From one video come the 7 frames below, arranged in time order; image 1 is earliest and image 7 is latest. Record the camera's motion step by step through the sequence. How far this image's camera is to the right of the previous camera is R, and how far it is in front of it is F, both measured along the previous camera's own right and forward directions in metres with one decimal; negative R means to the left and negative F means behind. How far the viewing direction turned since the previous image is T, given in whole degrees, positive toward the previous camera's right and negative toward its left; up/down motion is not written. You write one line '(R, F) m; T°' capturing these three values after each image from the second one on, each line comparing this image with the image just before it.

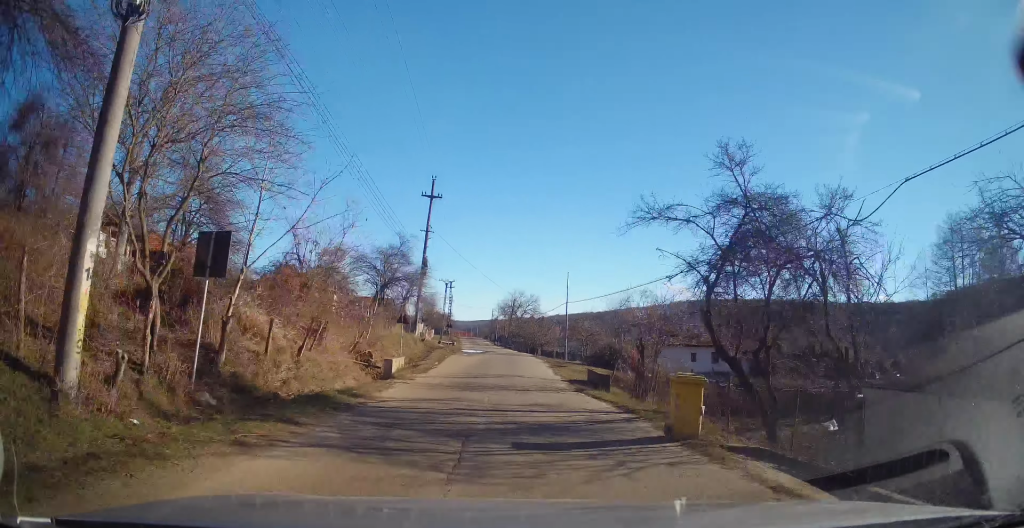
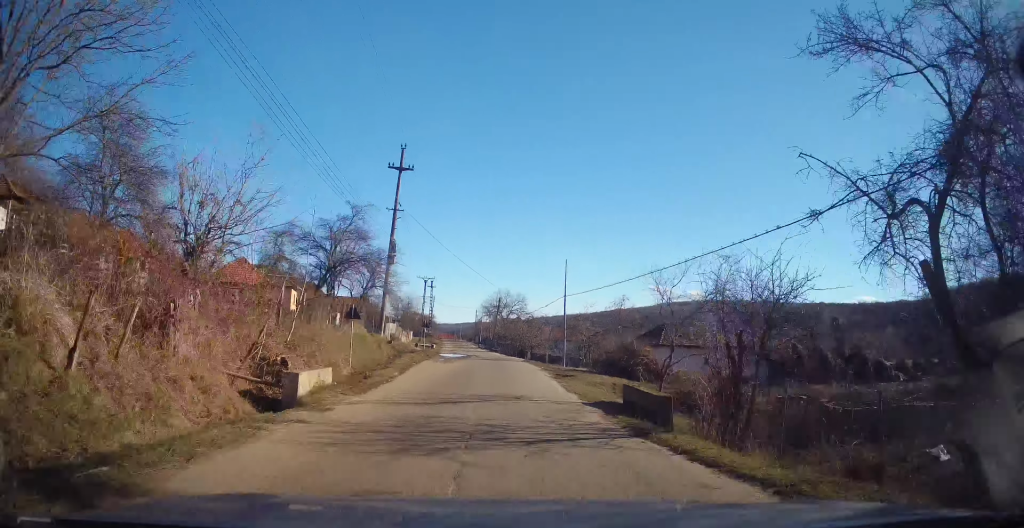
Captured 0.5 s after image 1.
(+0.1, +7.4) m; +1°
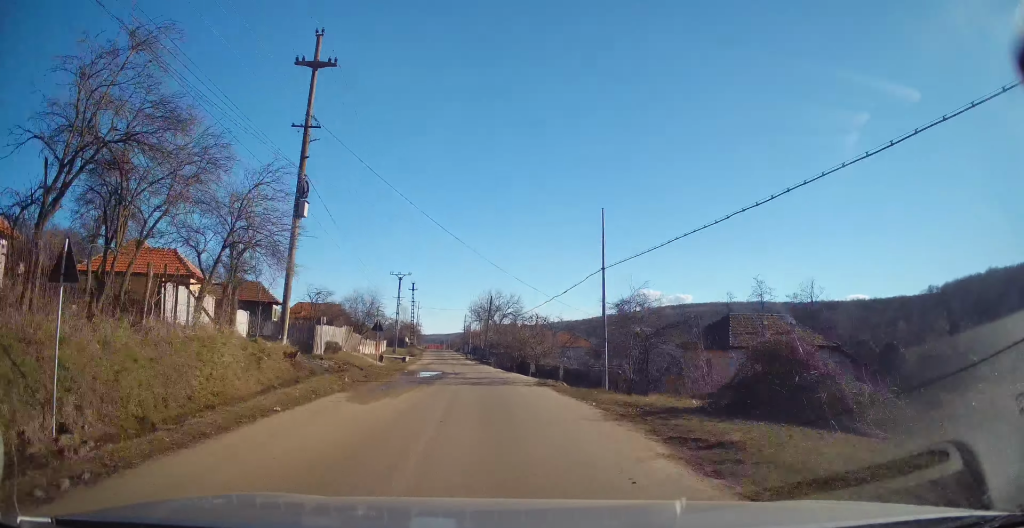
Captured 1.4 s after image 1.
(+0.2, +14.9) m; 0°
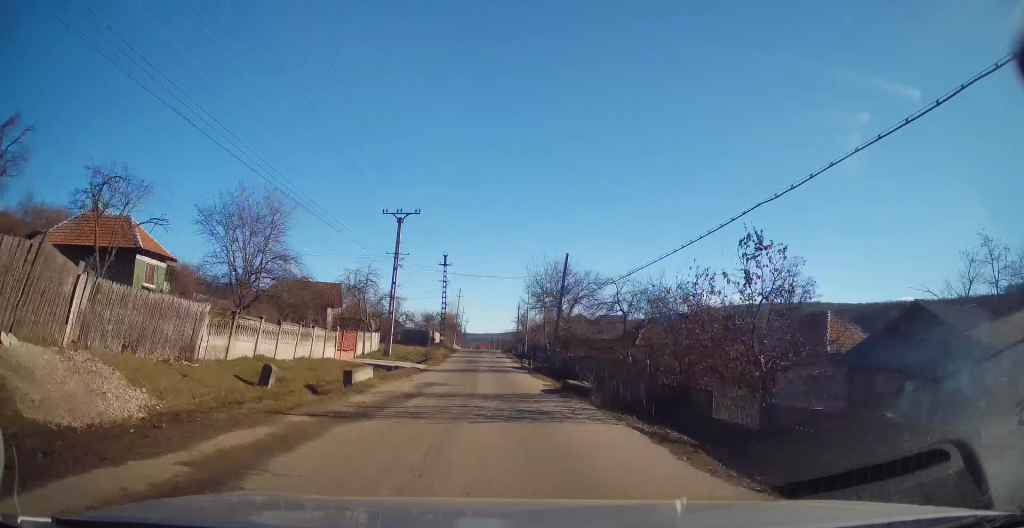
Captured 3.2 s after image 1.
(-0.4, +29.9) m; -3°
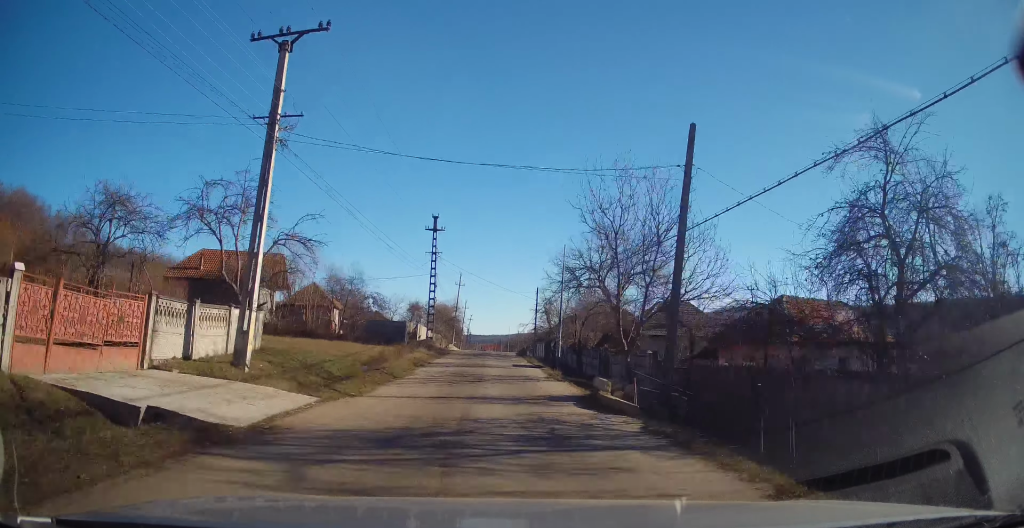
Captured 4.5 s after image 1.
(-0.9, +21.7) m; -1°
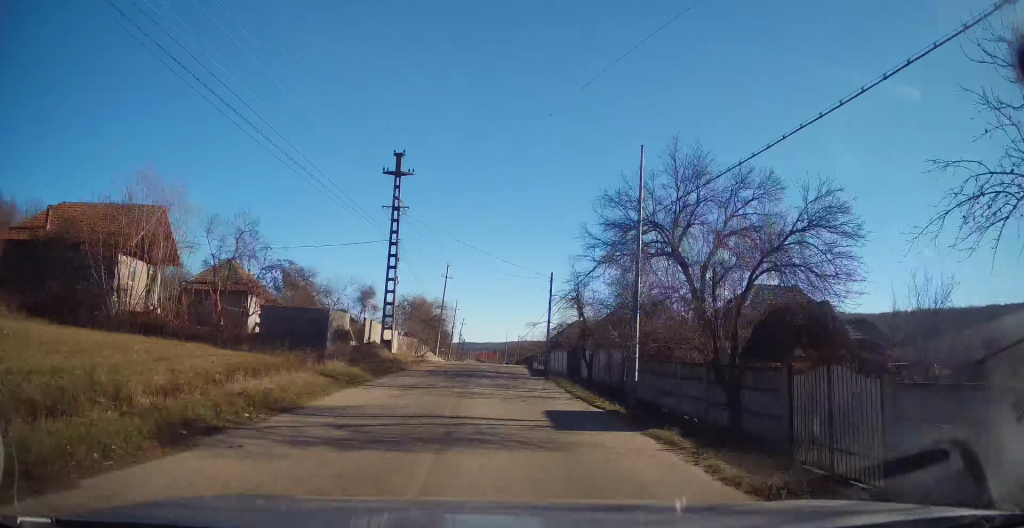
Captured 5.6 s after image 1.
(+0.7, +18.6) m; +2°
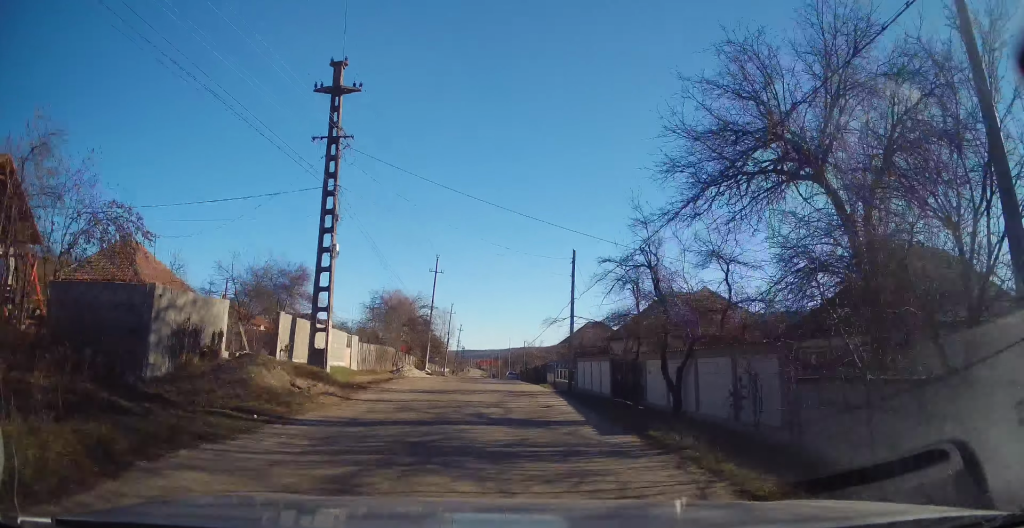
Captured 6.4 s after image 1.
(+0.1, +12.4) m; -2°
